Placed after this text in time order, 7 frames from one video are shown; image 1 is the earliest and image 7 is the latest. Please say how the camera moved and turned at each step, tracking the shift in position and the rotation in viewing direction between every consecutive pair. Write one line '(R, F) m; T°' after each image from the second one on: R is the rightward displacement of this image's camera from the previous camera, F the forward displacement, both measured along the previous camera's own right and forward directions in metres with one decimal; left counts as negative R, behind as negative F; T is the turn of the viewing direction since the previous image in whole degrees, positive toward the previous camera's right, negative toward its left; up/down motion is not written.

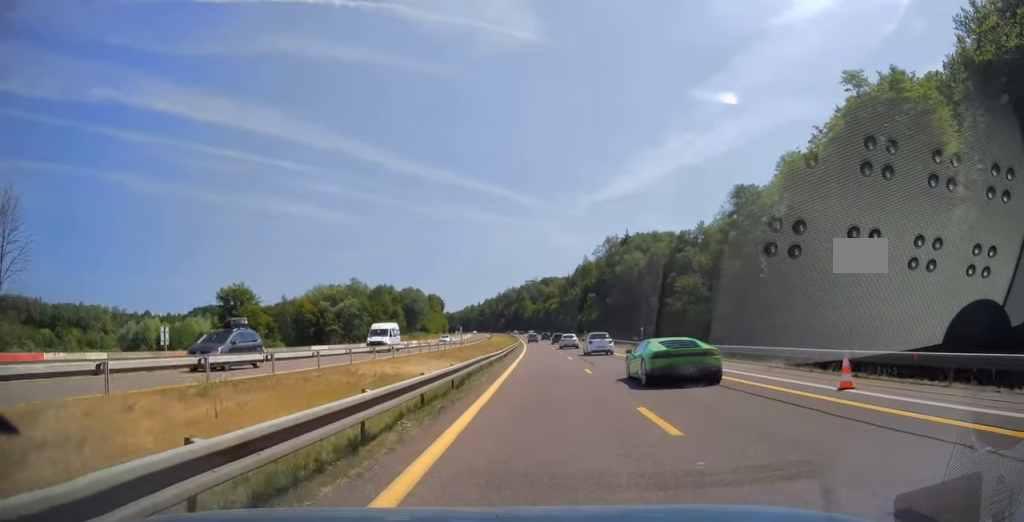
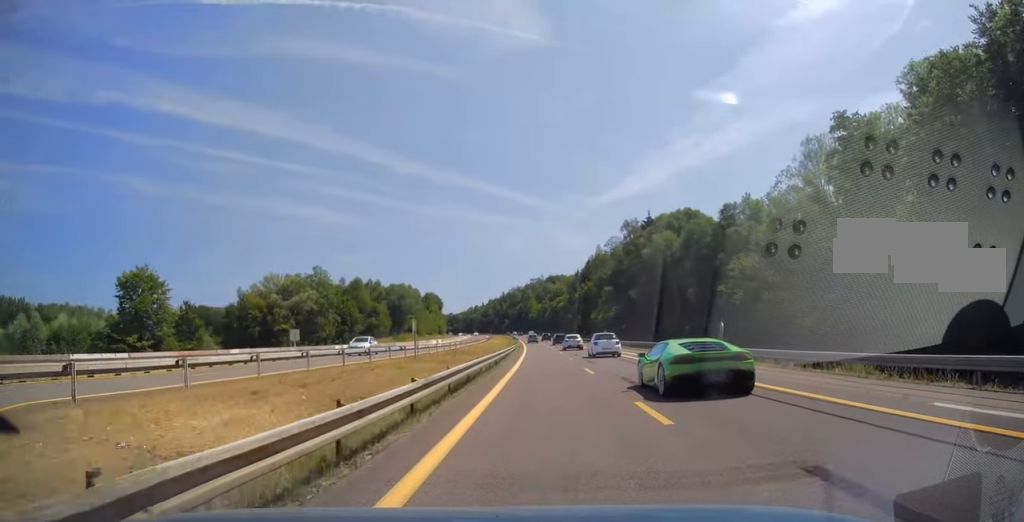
(0.0, +25.0) m; 0°
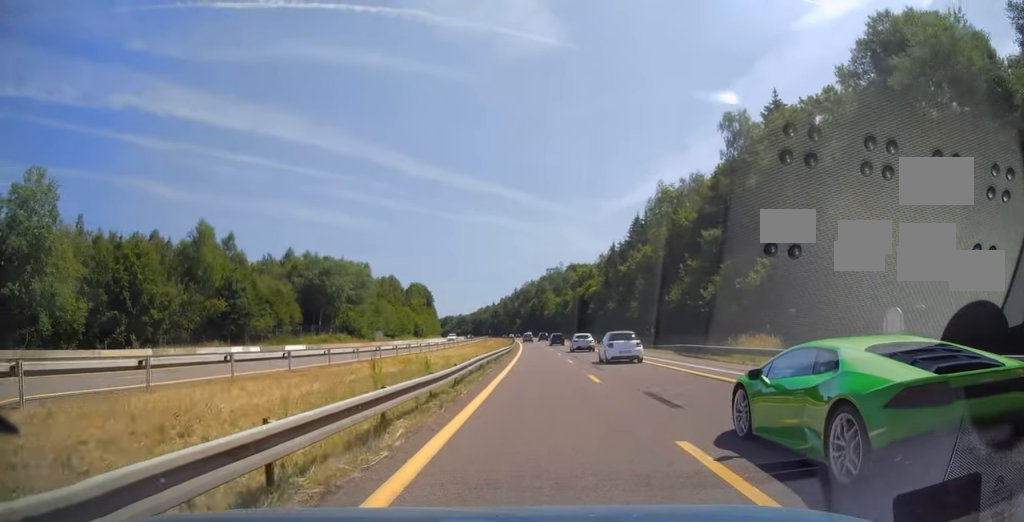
(-1.1, +69.3) m; -2°
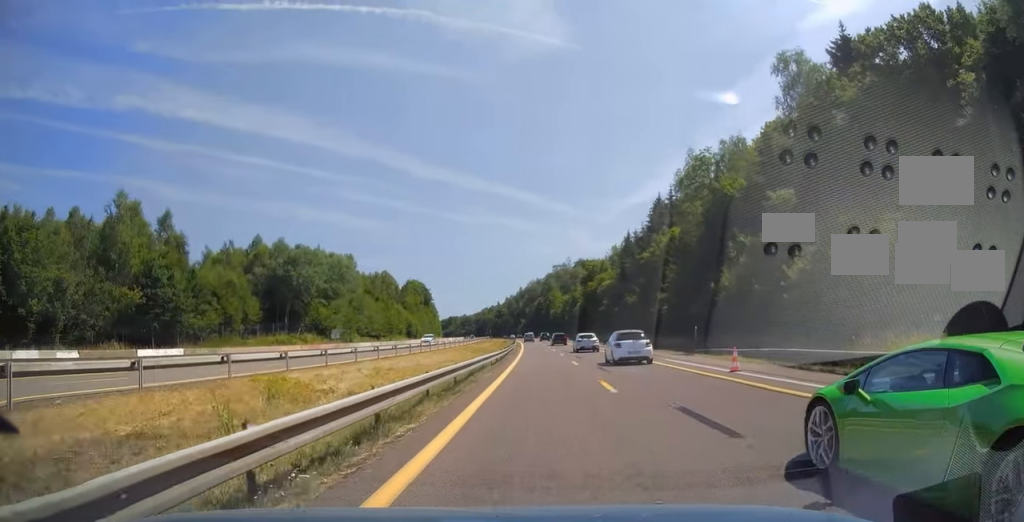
(0.0, +16.3) m; 0°
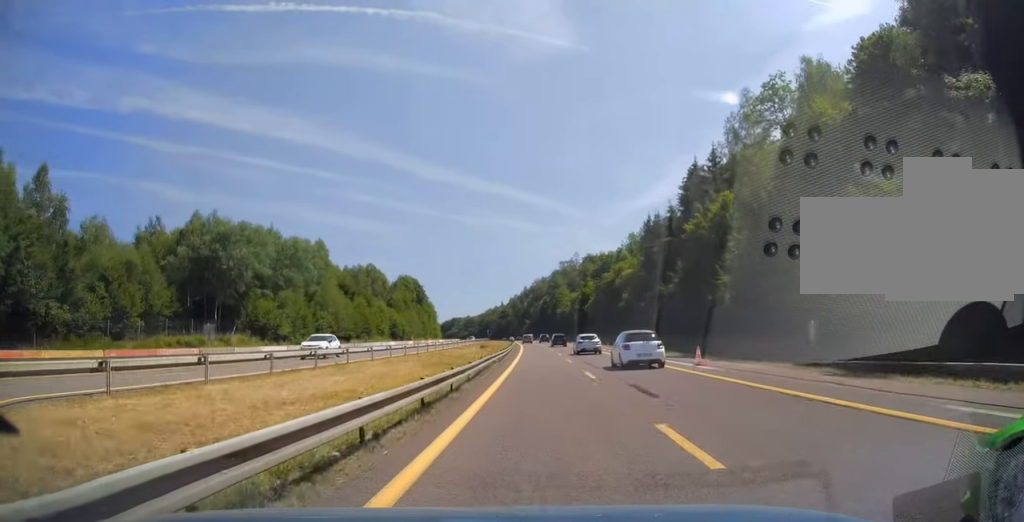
(0.0, +21.1) m; -1°
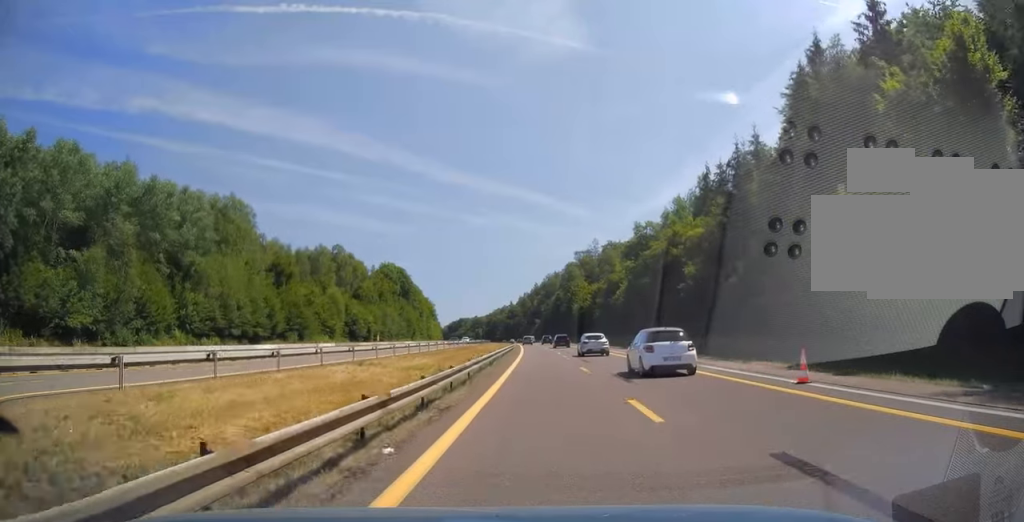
(-0.5, +35.7) m; -1°
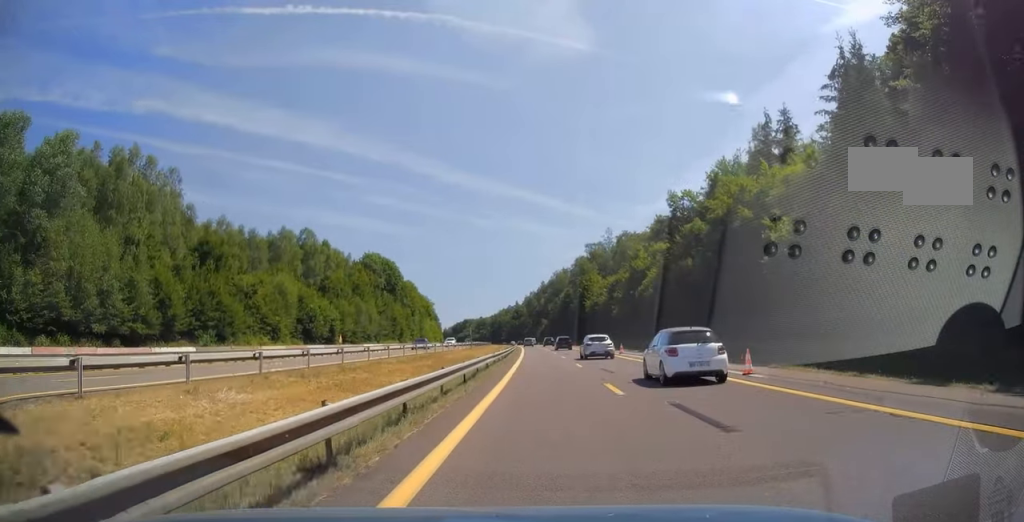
(0.0, +21.5) m; -1°
